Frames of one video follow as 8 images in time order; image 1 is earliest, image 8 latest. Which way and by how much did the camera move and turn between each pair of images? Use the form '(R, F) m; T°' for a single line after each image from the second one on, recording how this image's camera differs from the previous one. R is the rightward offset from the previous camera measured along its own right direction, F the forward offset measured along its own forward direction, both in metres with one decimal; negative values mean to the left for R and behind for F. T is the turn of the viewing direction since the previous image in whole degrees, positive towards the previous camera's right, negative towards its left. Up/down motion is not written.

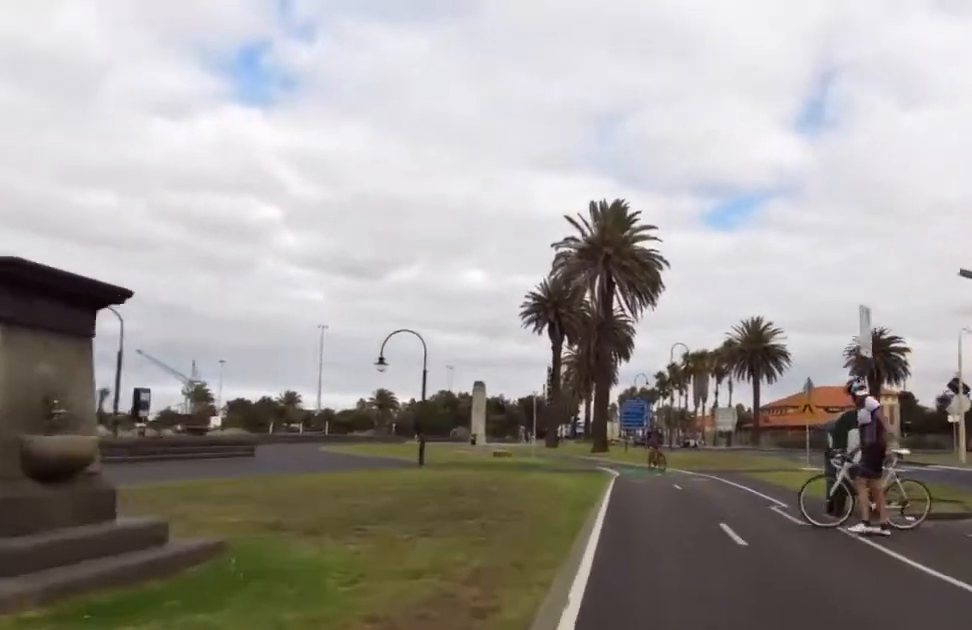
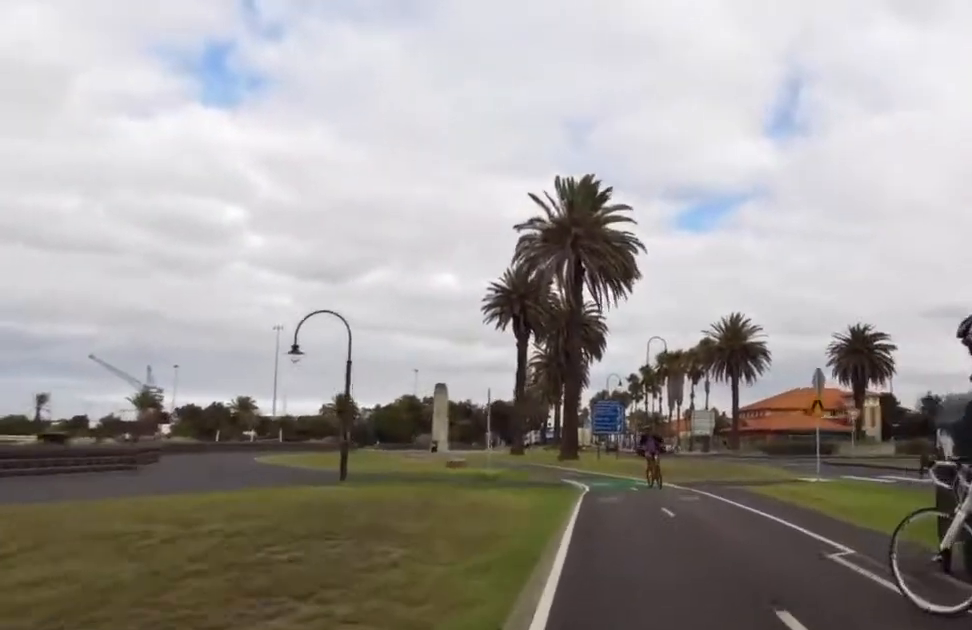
(0.0, +4.6) m; 0°
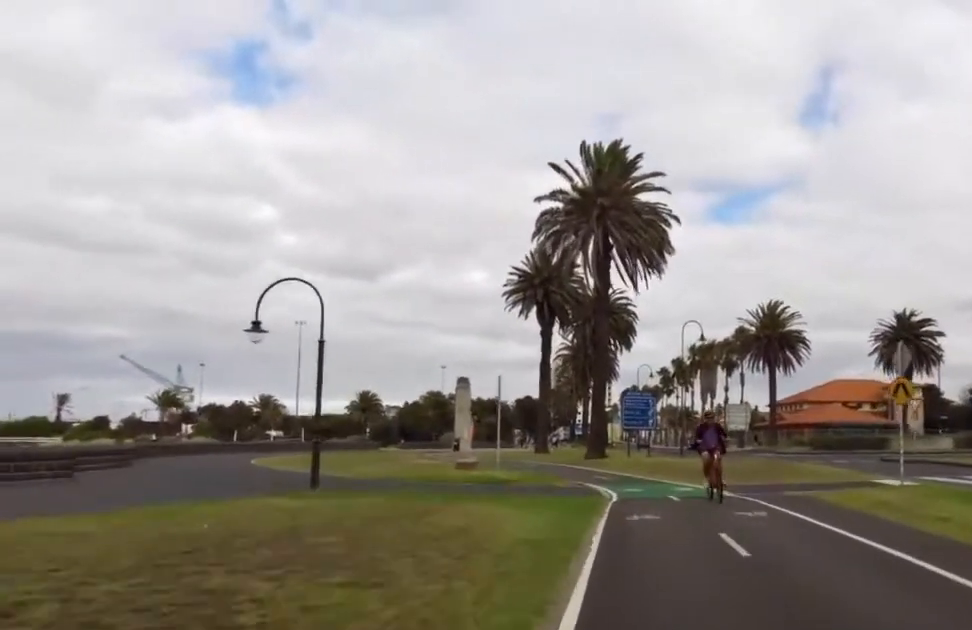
(0.0, +3.8) m; 0°
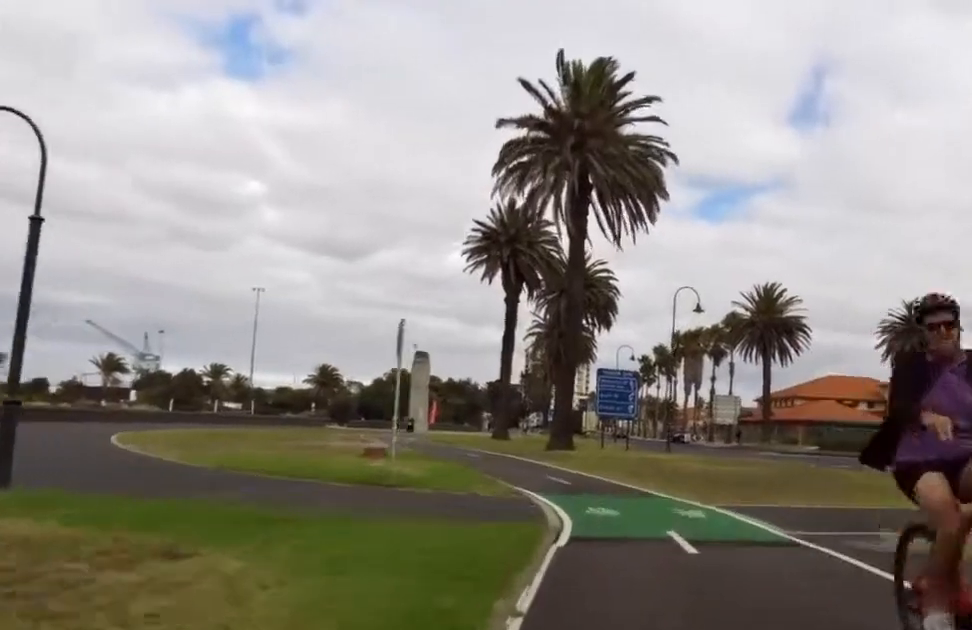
(0.0, +7.9) m; -1°
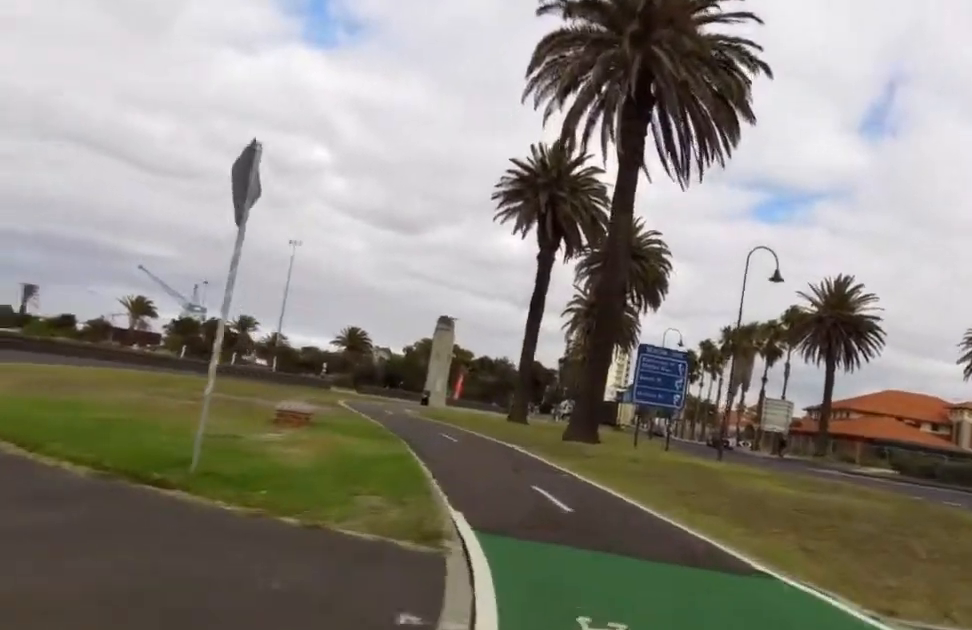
(-0.1, +7.4) m; -8°
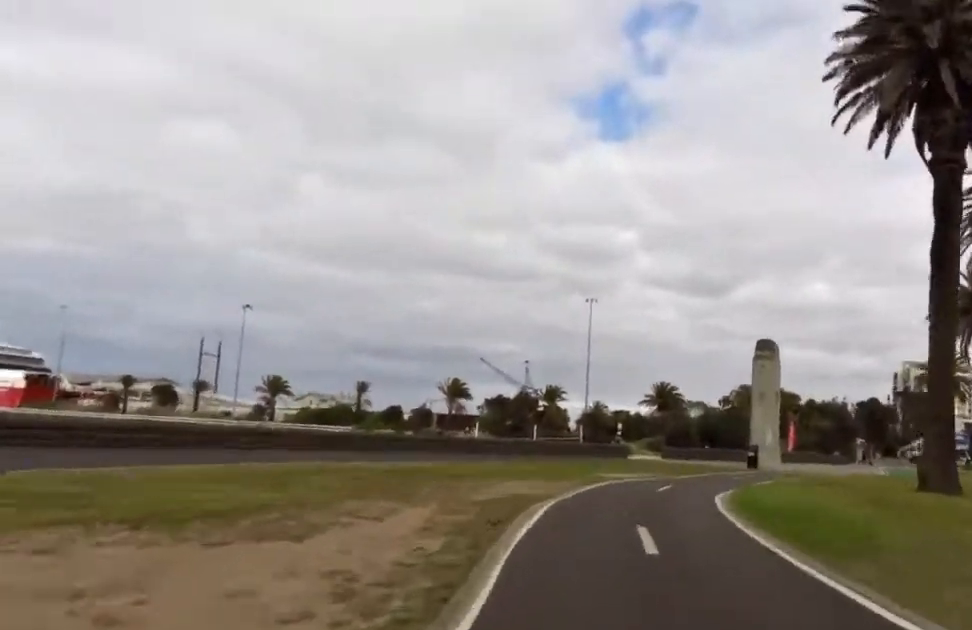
(-3.6, +18.5) m; -13°
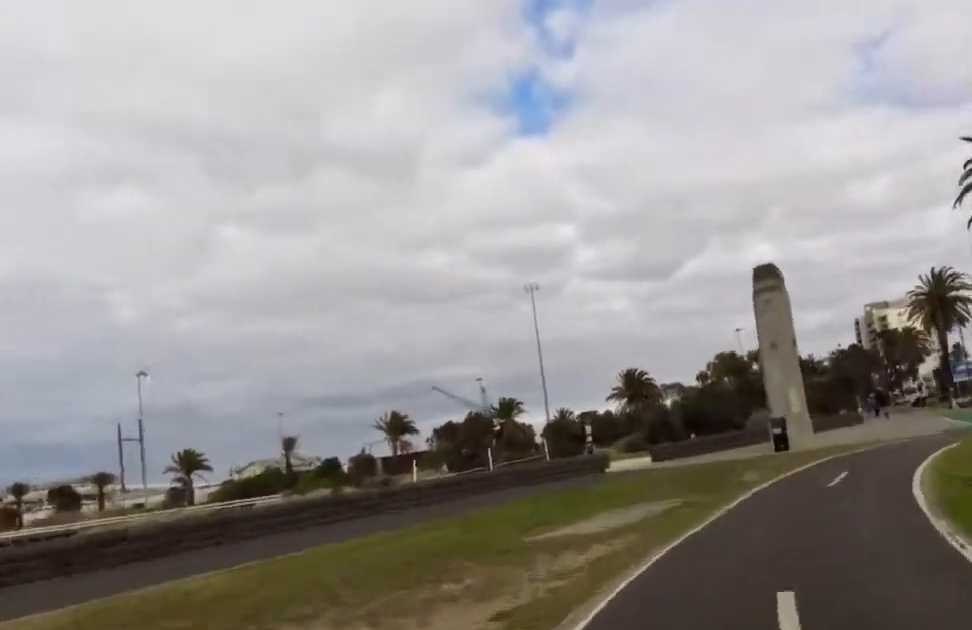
(0.0, +12.5) m; 0°
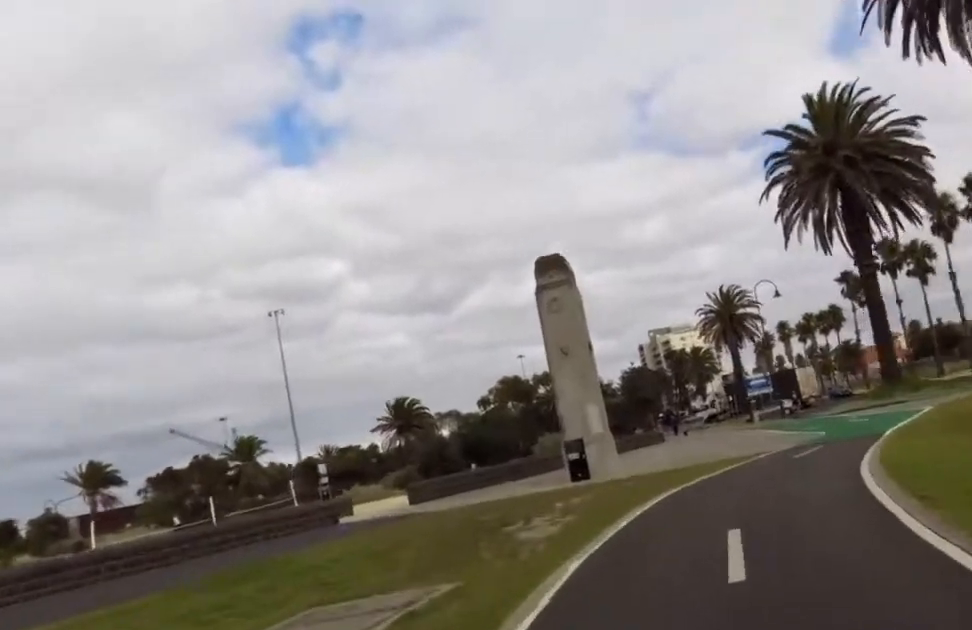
(0.0, +6.8) m; +8°
